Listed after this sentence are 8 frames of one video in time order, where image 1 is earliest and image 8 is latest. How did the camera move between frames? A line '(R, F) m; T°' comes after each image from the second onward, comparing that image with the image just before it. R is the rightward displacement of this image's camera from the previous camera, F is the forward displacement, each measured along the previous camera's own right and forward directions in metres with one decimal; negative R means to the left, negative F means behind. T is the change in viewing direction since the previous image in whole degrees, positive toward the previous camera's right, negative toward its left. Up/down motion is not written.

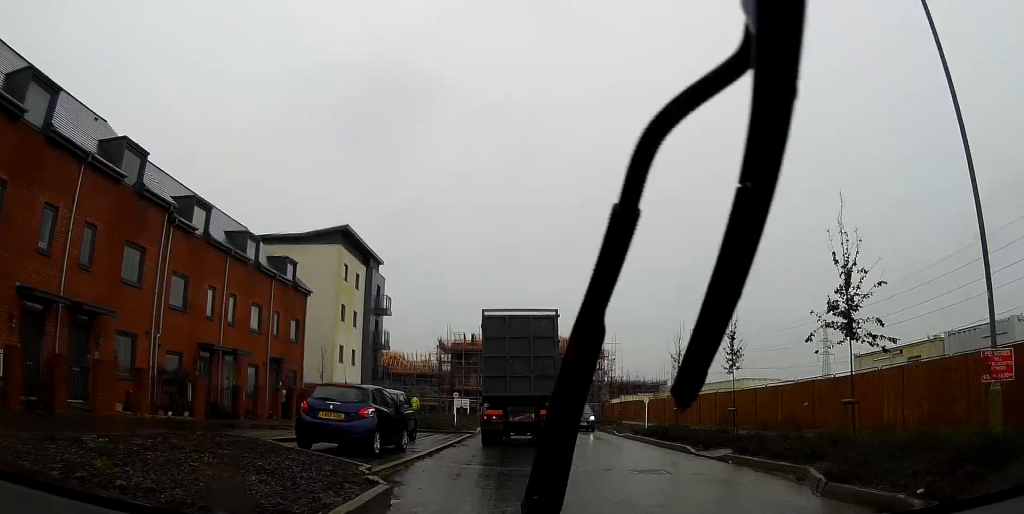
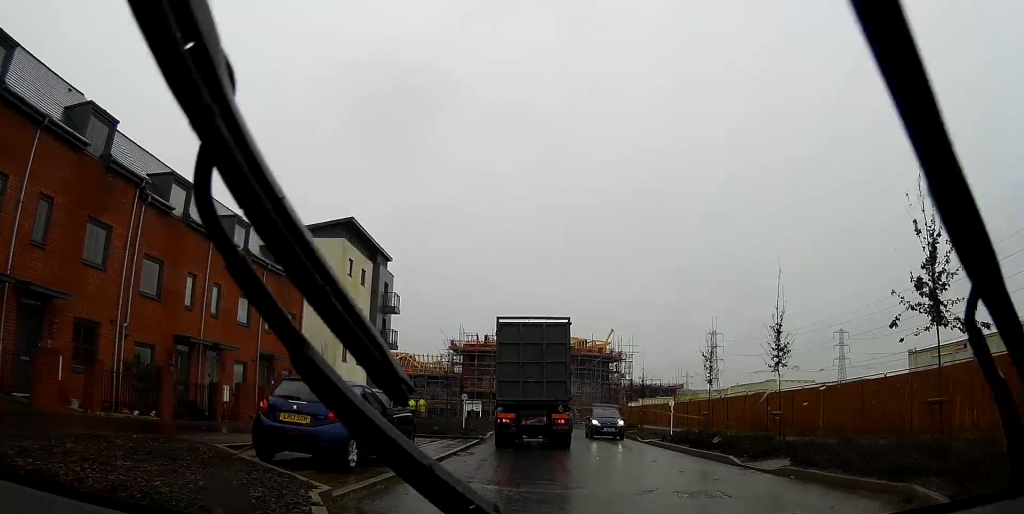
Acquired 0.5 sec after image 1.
(0.0, +2.7) m; +5°
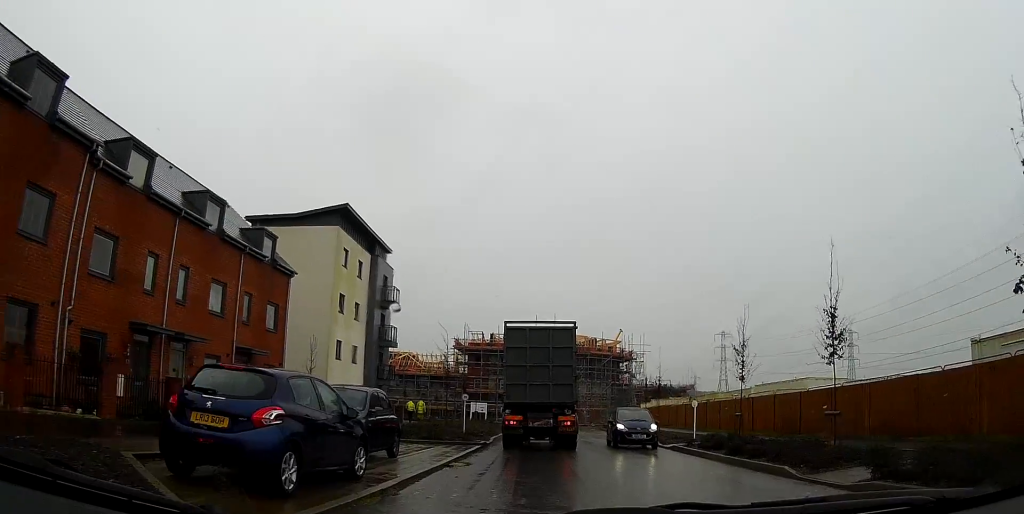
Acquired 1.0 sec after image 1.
(+0.3, +2.9) m; +1°
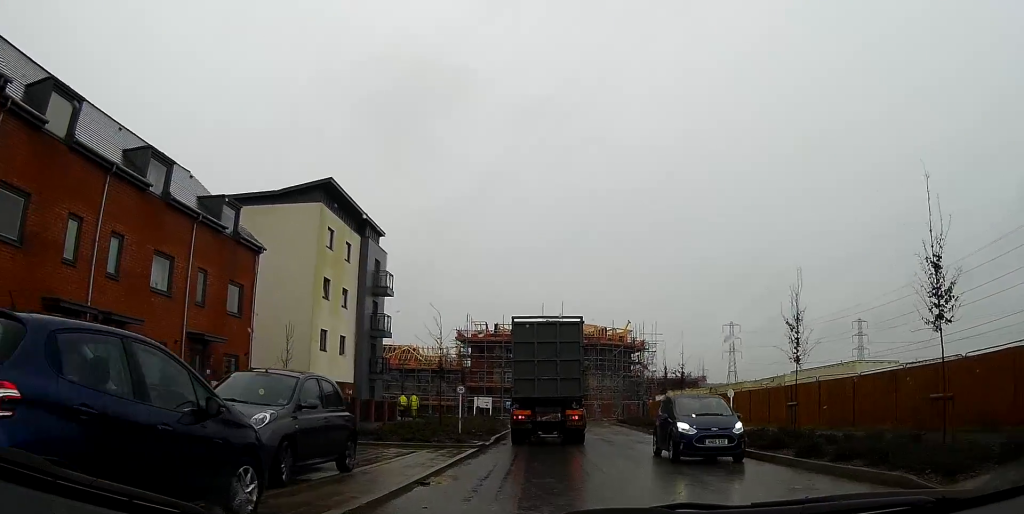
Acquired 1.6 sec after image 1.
(+0.4, +3.9) m; -1°
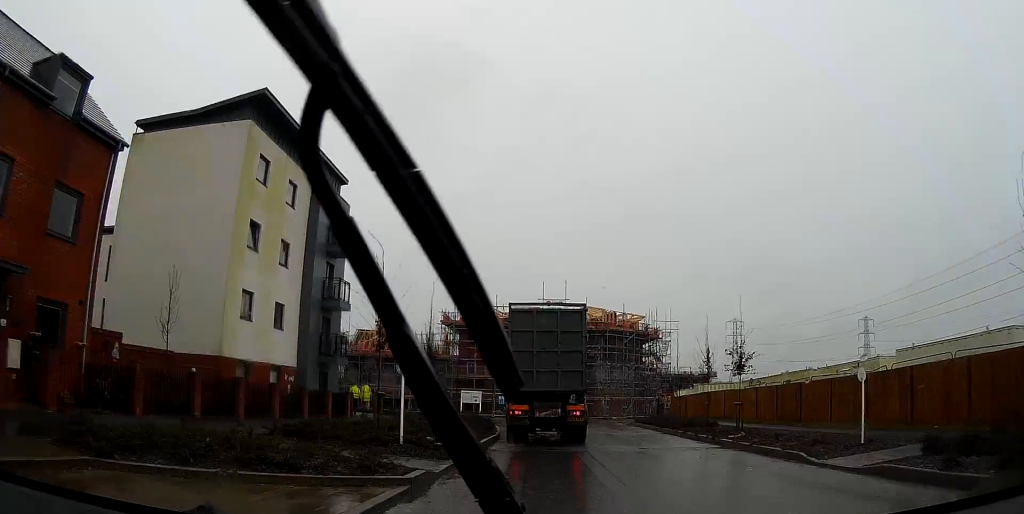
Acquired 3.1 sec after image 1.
(-1.2, +8.8) m; -8°
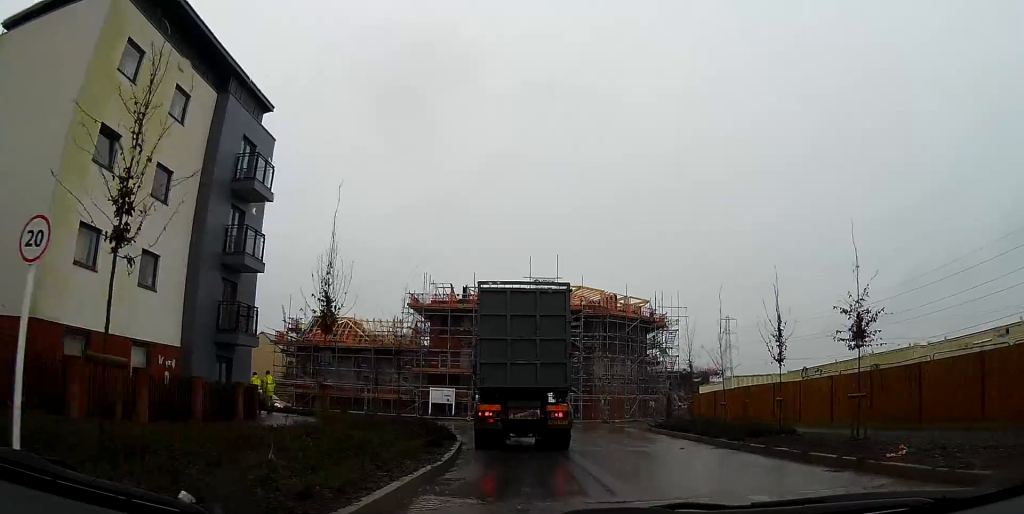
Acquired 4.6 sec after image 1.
(+0.2, +9.8) m; +1°
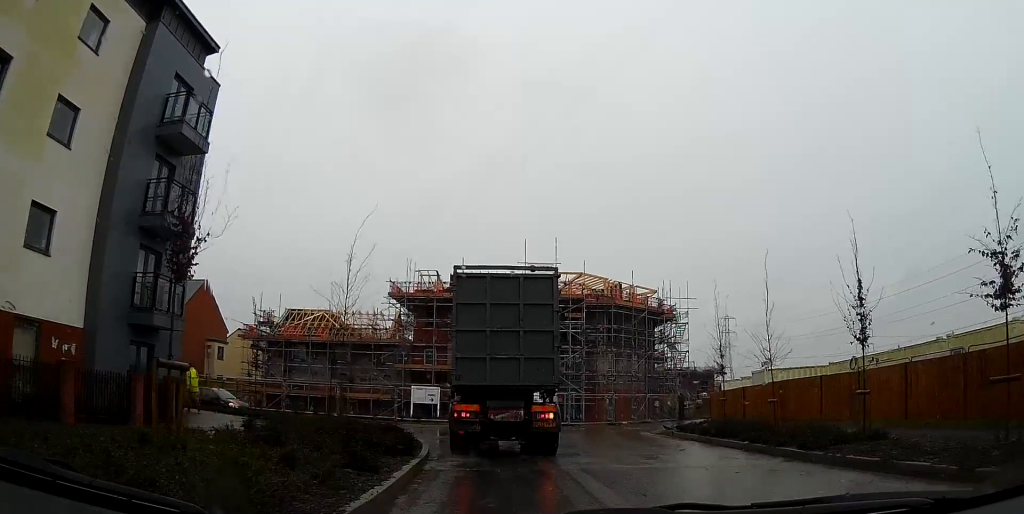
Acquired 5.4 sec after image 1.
(-0.1, +5.9) m; -6°
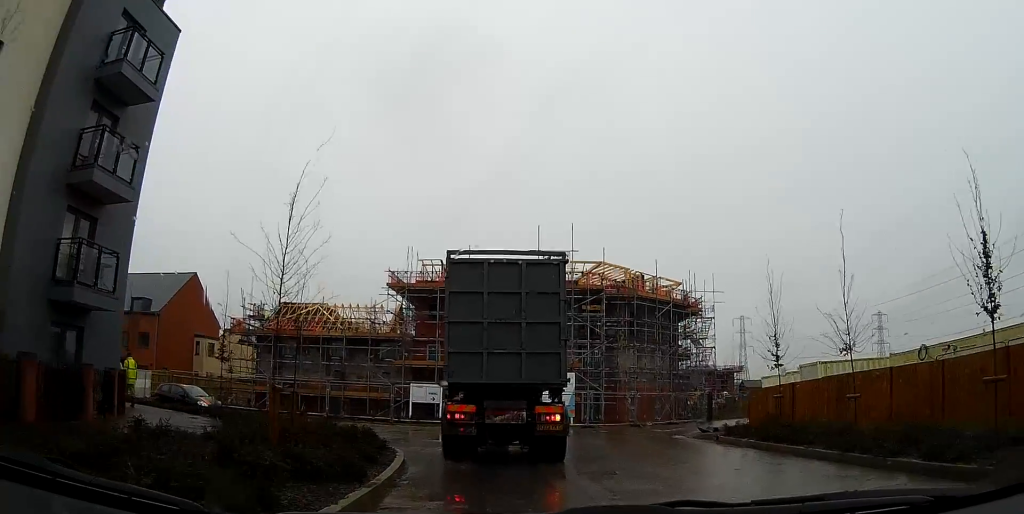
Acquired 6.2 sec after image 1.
(-0.4, +4.9) m; -4°
